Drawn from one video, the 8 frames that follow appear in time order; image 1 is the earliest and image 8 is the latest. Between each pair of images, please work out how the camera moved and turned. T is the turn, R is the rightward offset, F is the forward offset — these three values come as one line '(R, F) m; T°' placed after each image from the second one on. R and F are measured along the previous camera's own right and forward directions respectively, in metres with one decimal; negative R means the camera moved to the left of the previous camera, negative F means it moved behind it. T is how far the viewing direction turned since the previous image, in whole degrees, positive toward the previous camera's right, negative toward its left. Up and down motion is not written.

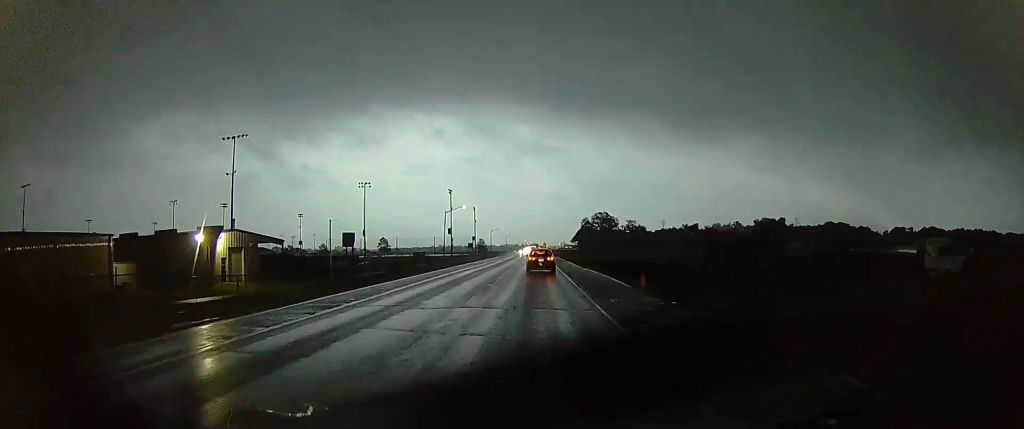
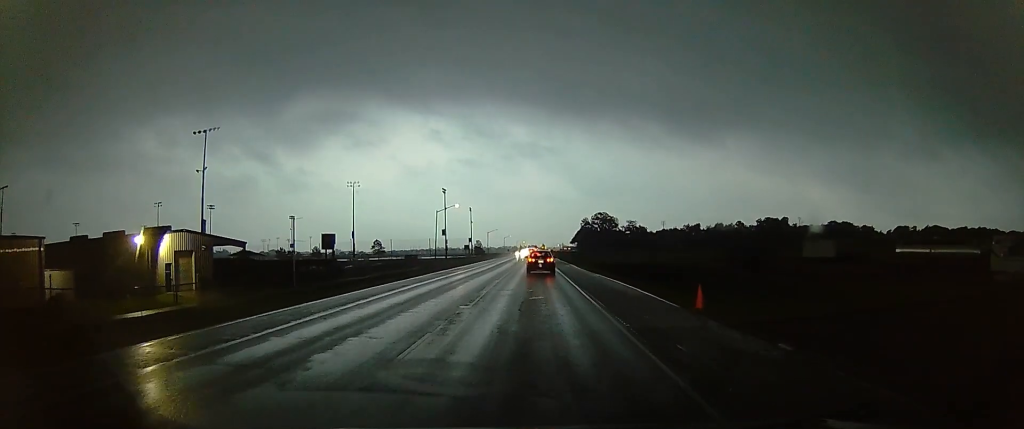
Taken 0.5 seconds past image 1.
(+0.2, +8.3) m; +2°
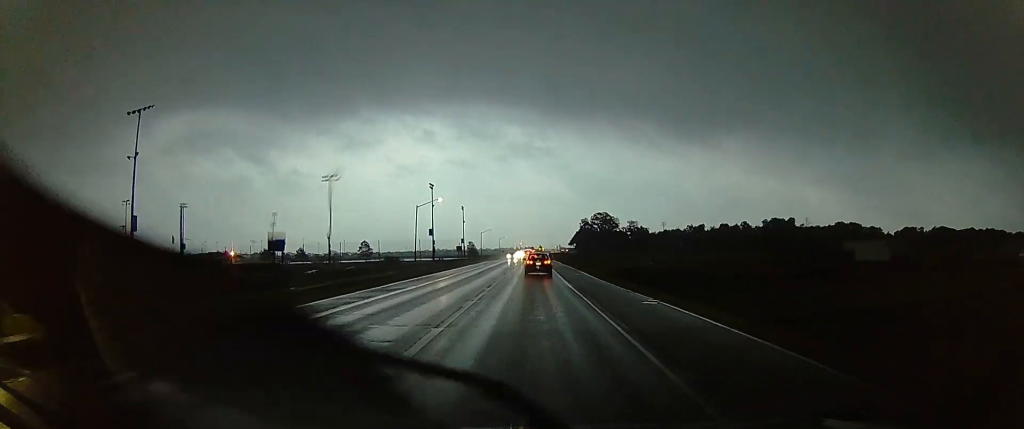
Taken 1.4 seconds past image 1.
(+0.4, +16.2) m; +1°
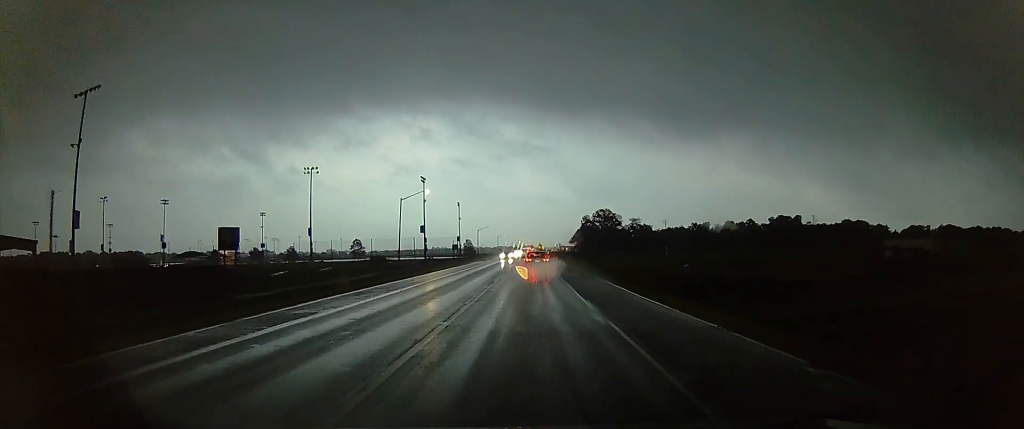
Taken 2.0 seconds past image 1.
(0.0, +10.9) m; 0°
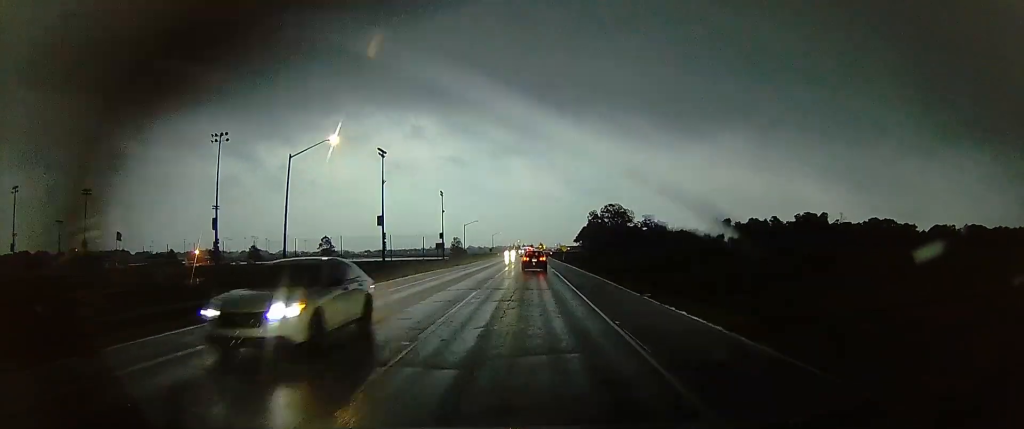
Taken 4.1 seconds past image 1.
(-1.0, +39.8) m; -1°
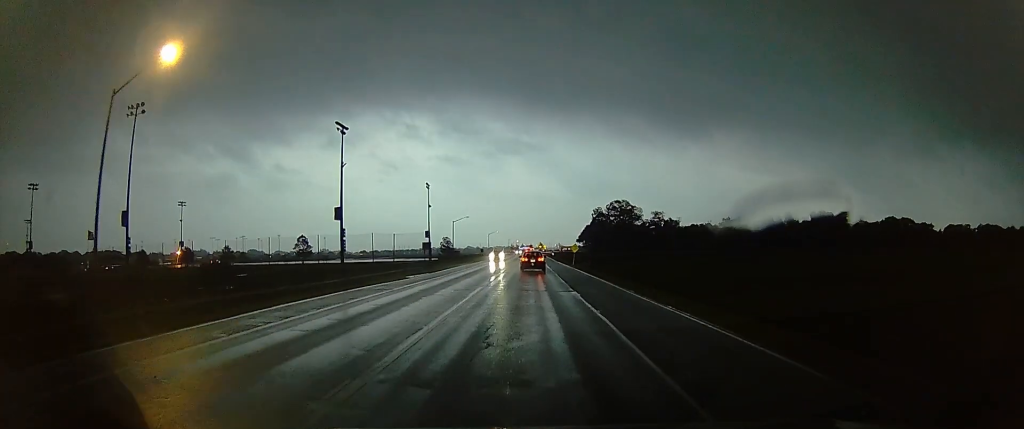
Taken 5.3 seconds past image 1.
(+0.3, +22.4) m; +1°
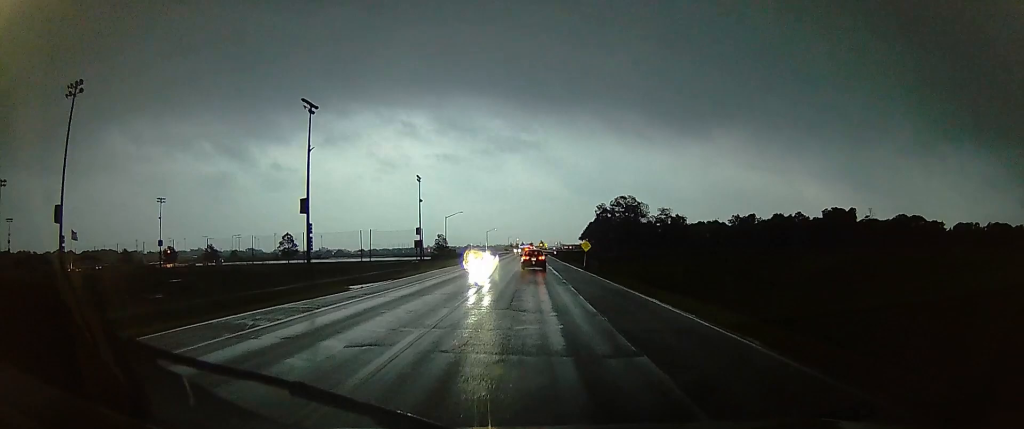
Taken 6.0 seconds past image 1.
(-0.1, +12.9) m; 0°
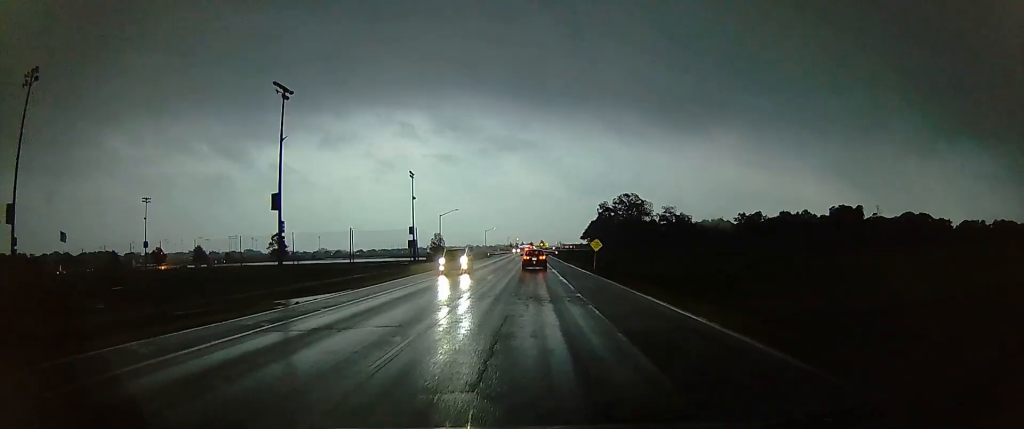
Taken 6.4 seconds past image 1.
(-0.2, +8.0) m; 0°
